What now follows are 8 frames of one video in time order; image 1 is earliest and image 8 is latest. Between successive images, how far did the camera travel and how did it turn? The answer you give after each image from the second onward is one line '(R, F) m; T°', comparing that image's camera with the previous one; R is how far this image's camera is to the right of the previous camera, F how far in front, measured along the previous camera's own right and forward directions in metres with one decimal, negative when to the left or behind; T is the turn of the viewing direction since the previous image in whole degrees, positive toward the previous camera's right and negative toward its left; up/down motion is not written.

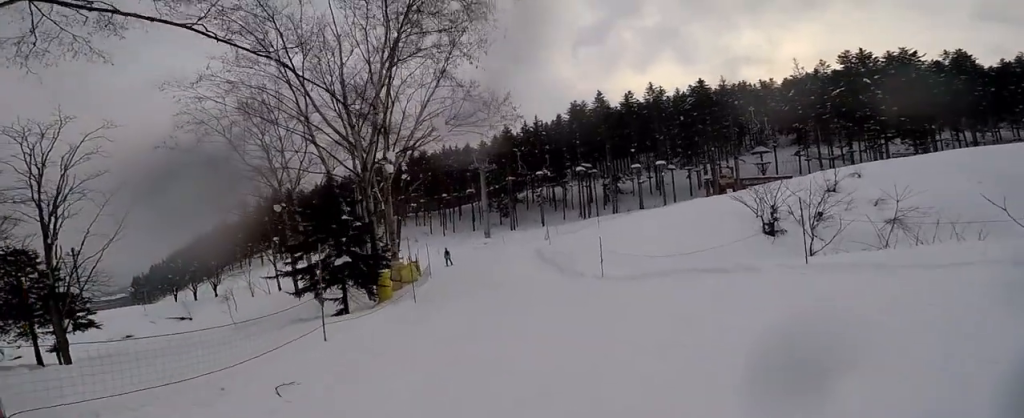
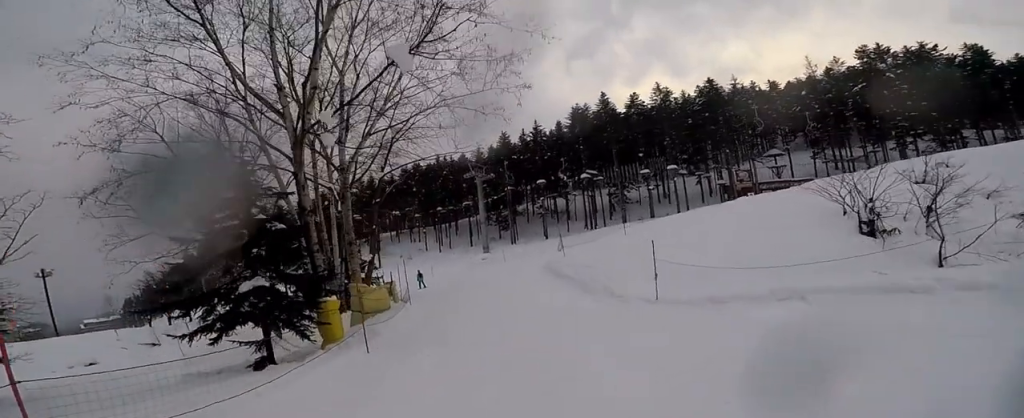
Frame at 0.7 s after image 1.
(0.0, +5.2) m; 0°
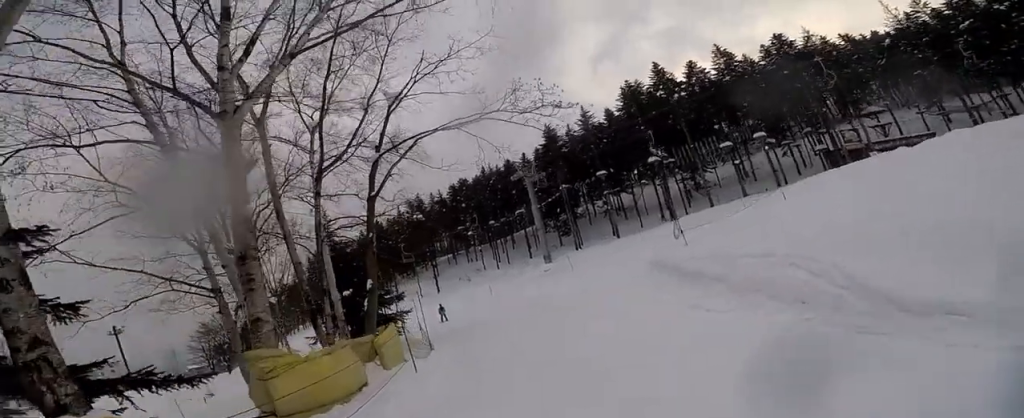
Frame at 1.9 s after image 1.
(0.0, +7.8) m; -4°
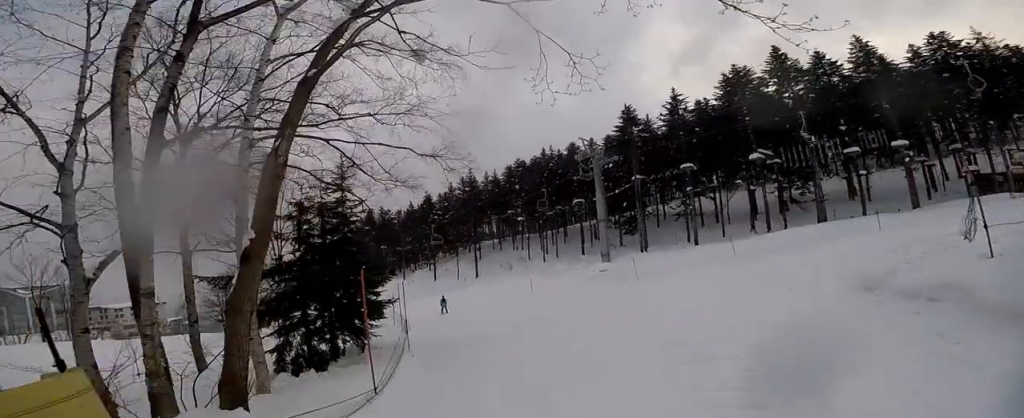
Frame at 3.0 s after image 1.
(-0.6, +7.1) m; -7°
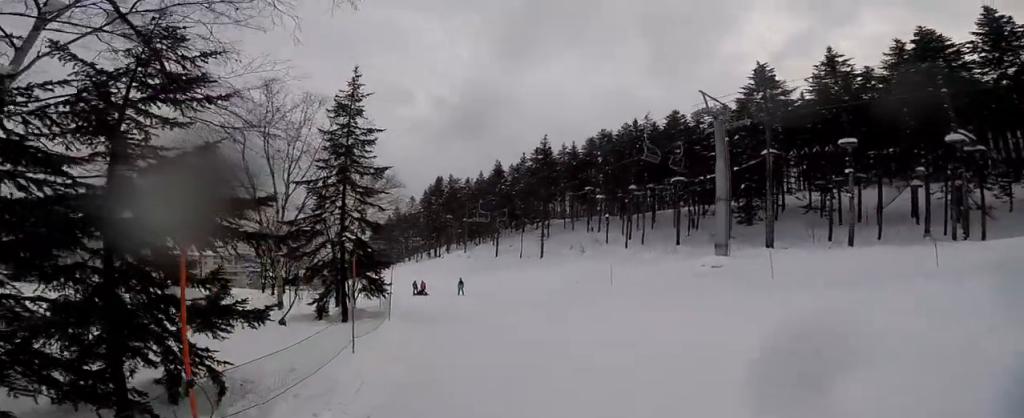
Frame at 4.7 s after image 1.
(+0.1, +9.6) m; -9°
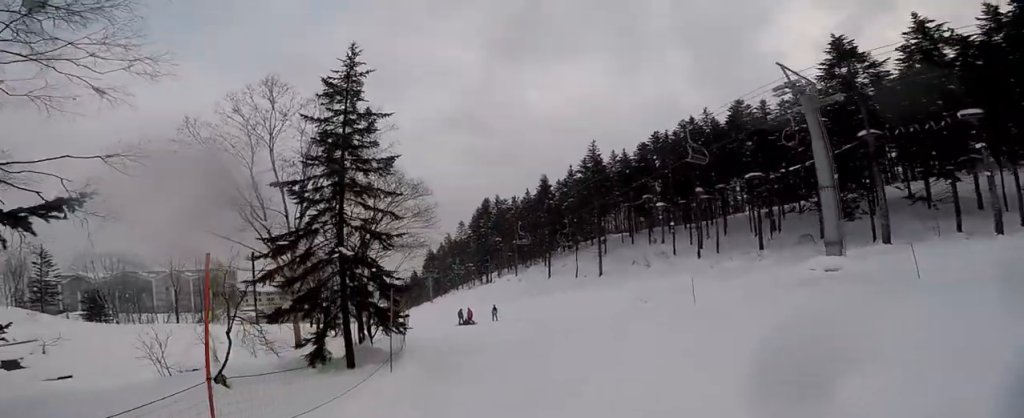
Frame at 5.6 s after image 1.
(-1.1, +4.8) m; -15°
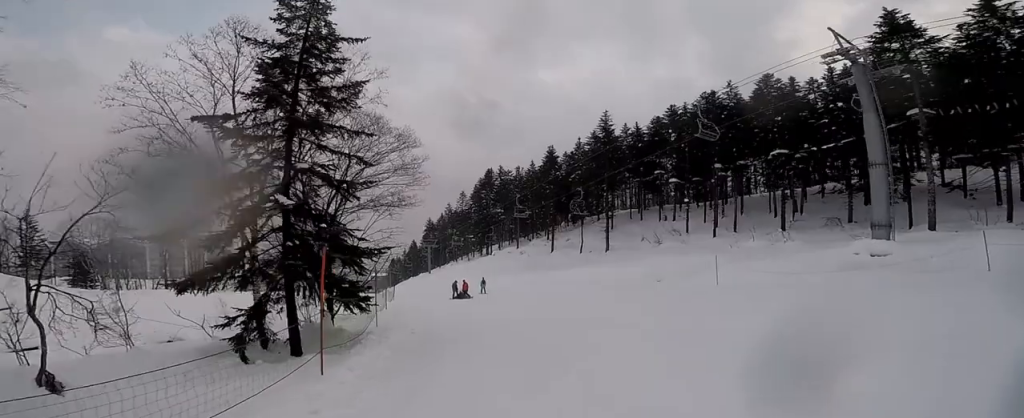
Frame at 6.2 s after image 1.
(-0.1, +3.2) m; -1°
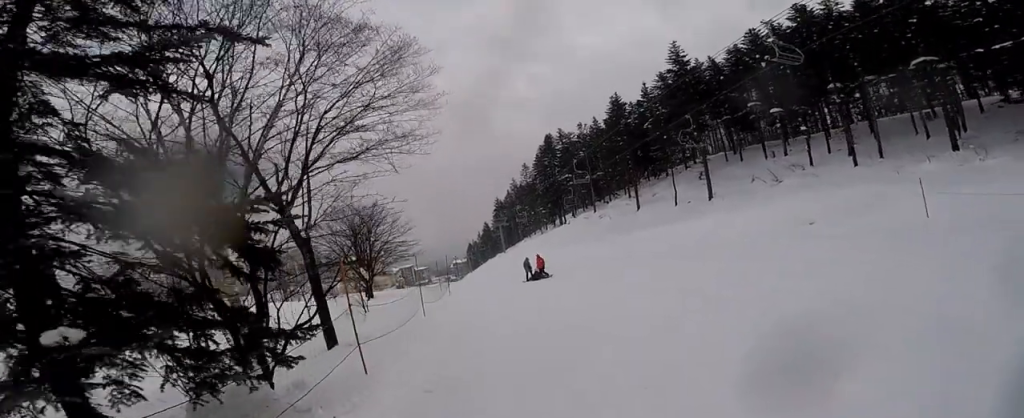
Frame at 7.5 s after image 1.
(-0.1, +6.8) m; -10°
